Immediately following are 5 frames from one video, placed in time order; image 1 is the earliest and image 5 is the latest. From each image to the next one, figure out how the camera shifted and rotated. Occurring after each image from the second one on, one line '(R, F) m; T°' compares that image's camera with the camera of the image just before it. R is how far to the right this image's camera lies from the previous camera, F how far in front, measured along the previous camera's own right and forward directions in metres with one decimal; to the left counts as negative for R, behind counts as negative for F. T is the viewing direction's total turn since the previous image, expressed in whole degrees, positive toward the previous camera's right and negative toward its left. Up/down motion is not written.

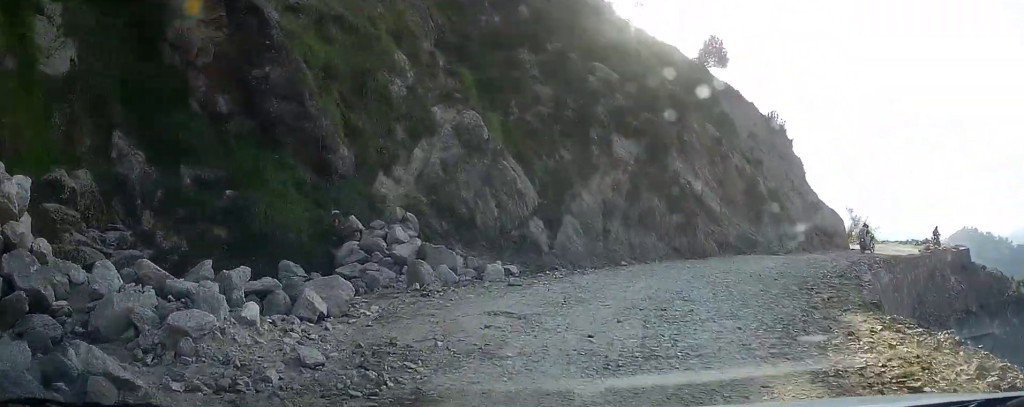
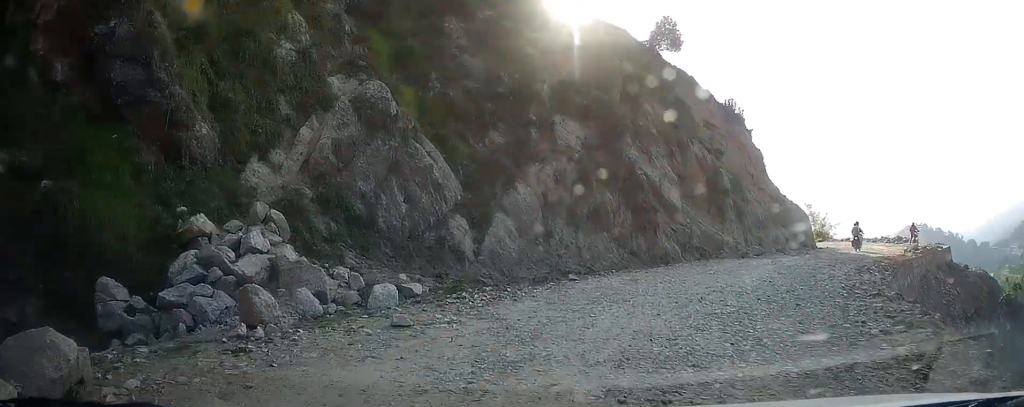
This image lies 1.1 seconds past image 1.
(+0.4, +3.8) m; +2°
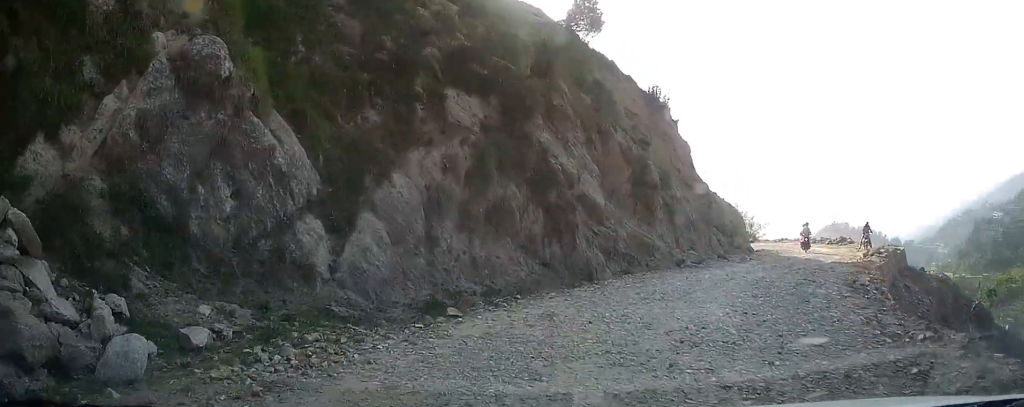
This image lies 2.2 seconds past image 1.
(+0.2, +3.6) m; +3°
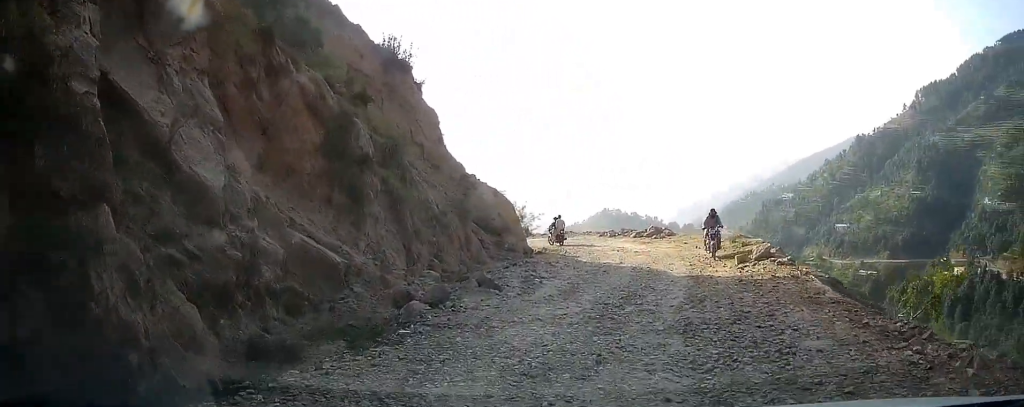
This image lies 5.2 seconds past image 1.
(+1.6, +9.8) m; +21°
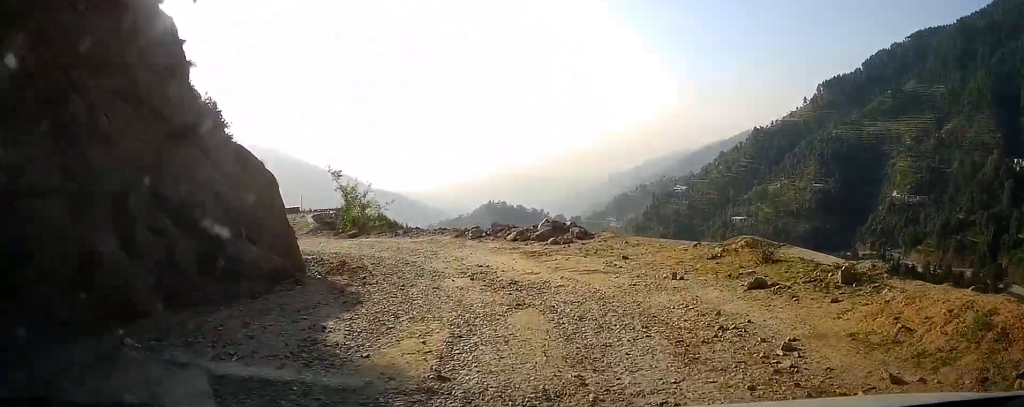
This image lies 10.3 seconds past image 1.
(+1.7, +15.7) m; +9°
